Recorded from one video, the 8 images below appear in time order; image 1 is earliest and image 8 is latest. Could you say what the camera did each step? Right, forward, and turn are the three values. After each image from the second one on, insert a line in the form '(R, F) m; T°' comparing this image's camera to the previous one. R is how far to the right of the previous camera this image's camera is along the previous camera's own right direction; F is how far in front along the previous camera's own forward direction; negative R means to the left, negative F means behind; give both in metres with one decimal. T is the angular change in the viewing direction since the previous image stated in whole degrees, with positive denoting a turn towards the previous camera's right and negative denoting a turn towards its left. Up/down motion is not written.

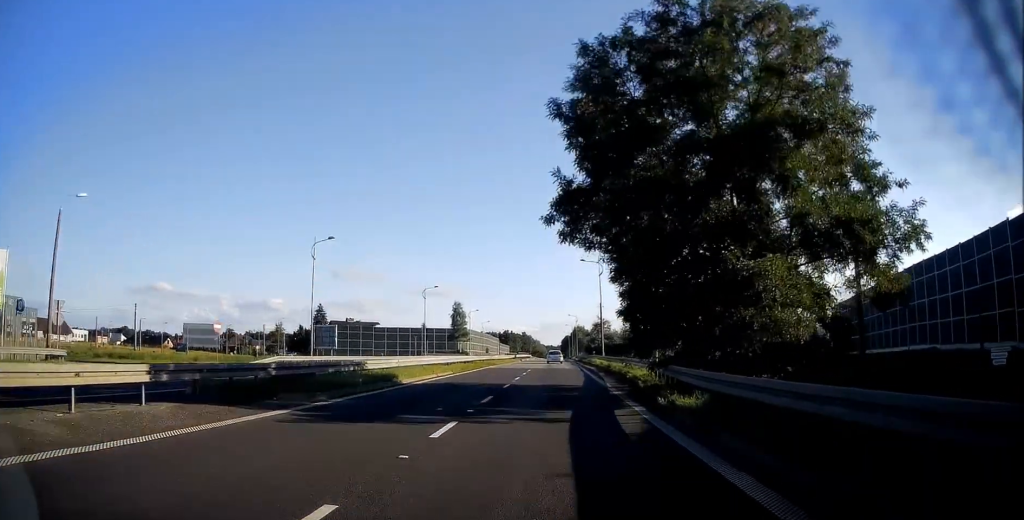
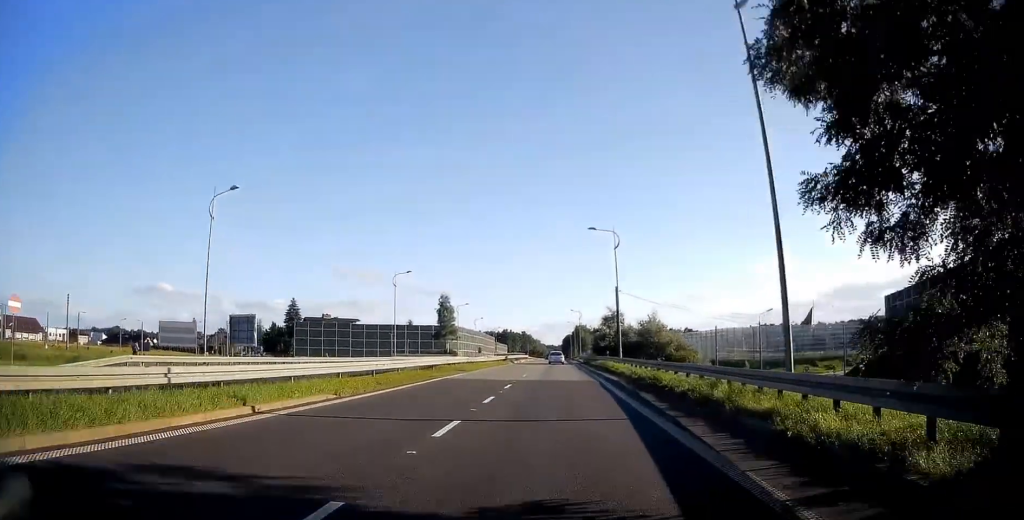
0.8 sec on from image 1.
(+0.1, +17.4) m; 0°
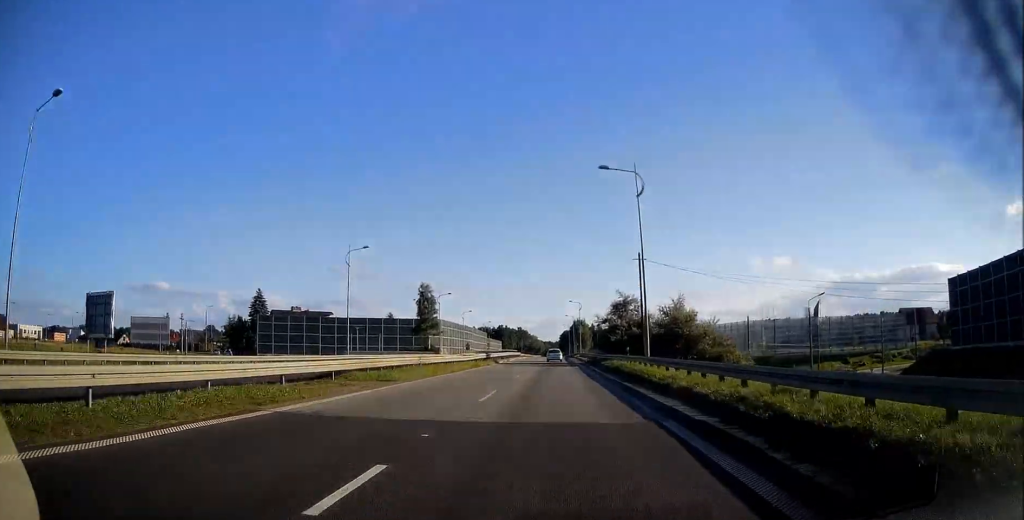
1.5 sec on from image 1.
(-0.1, +16.4) m; 0°
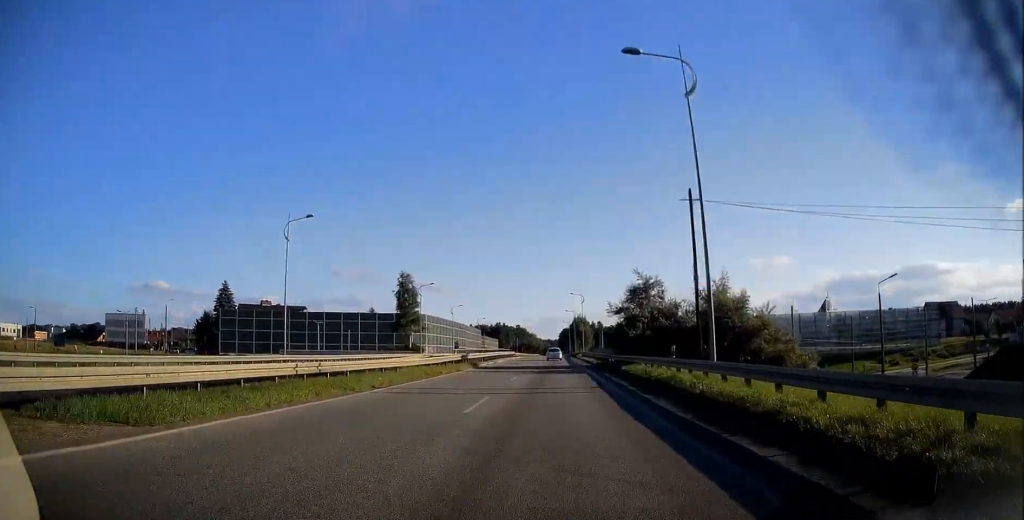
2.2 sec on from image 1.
(0.0, +14.4) m; 0°
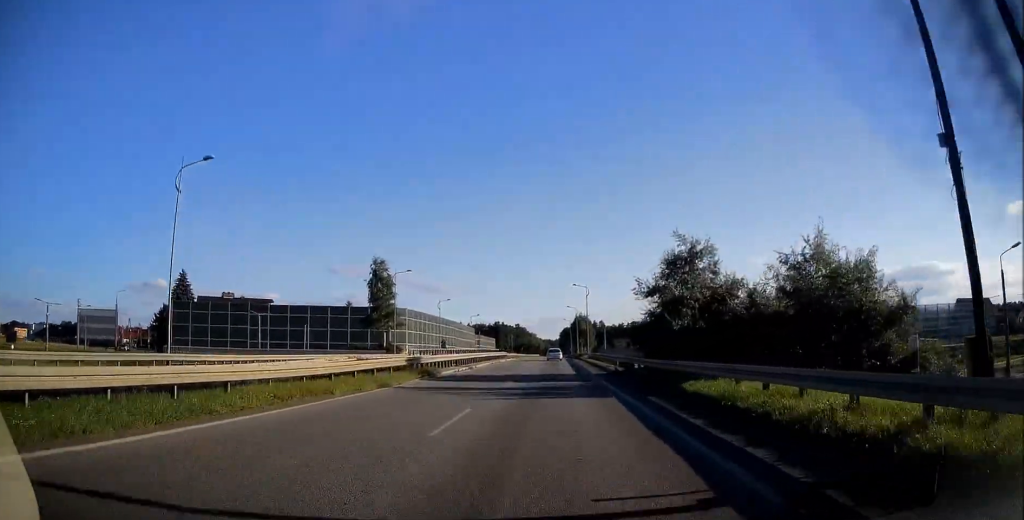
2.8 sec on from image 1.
(0.0, +15.2) m; 0°
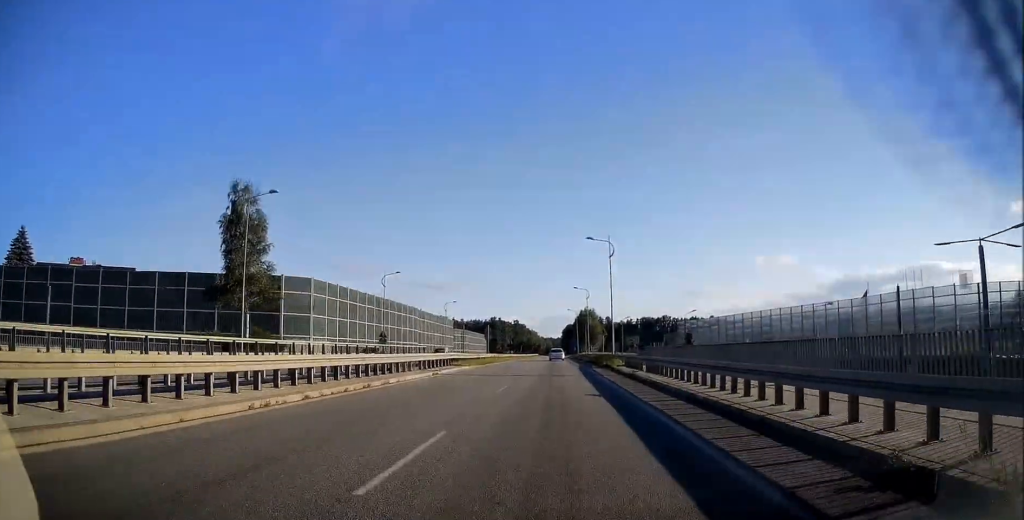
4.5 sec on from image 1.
(+0.2, +39.0) m; 0°
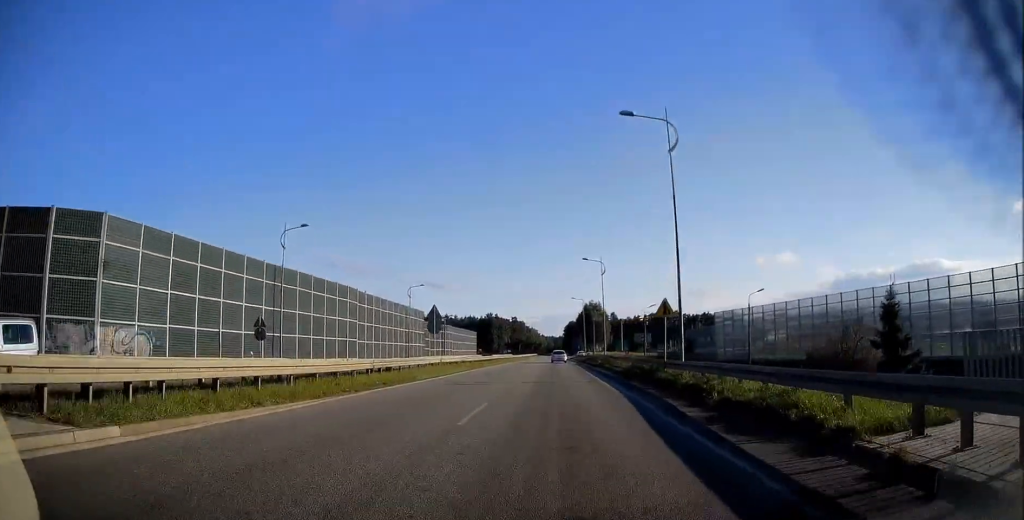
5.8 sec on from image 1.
(-0.1, +30.0) m; 0°
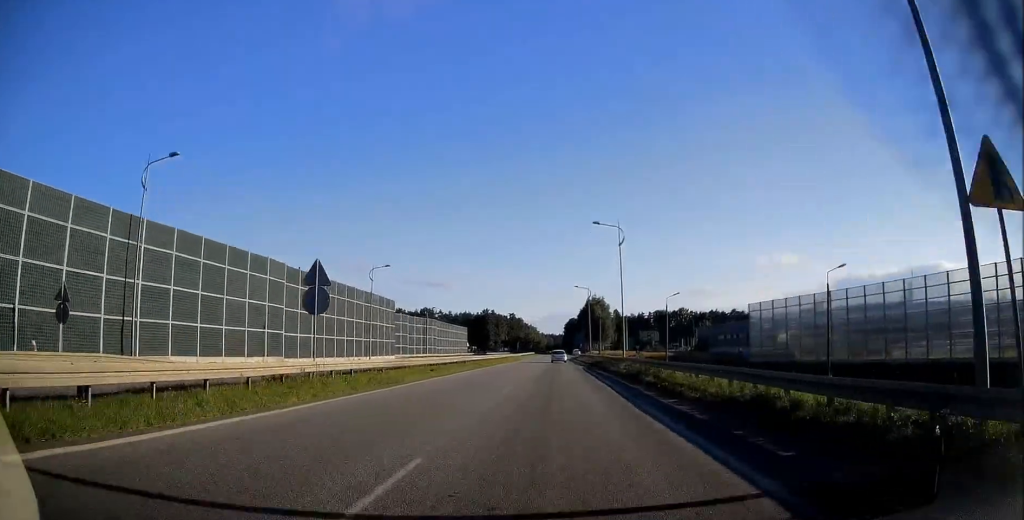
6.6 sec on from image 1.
(+0.1, +18.6) m; 0°
